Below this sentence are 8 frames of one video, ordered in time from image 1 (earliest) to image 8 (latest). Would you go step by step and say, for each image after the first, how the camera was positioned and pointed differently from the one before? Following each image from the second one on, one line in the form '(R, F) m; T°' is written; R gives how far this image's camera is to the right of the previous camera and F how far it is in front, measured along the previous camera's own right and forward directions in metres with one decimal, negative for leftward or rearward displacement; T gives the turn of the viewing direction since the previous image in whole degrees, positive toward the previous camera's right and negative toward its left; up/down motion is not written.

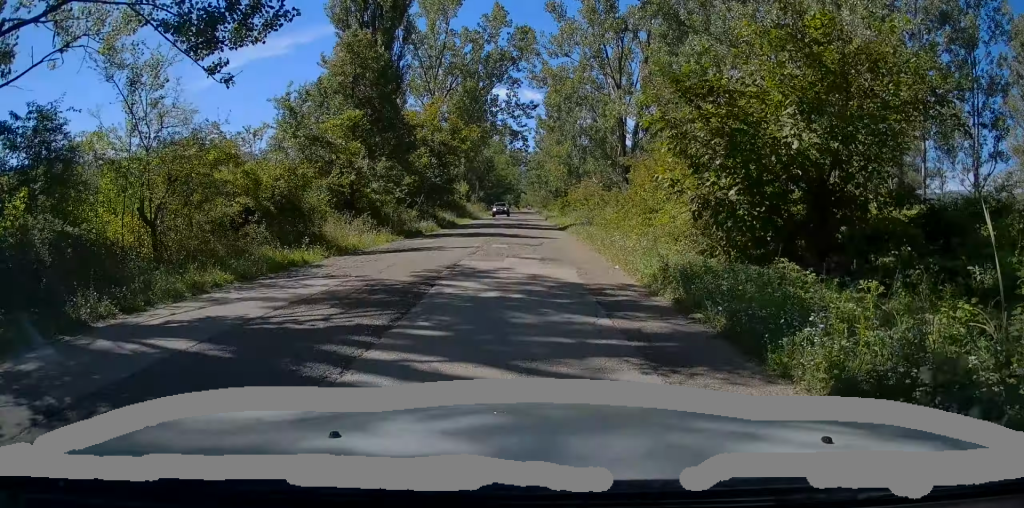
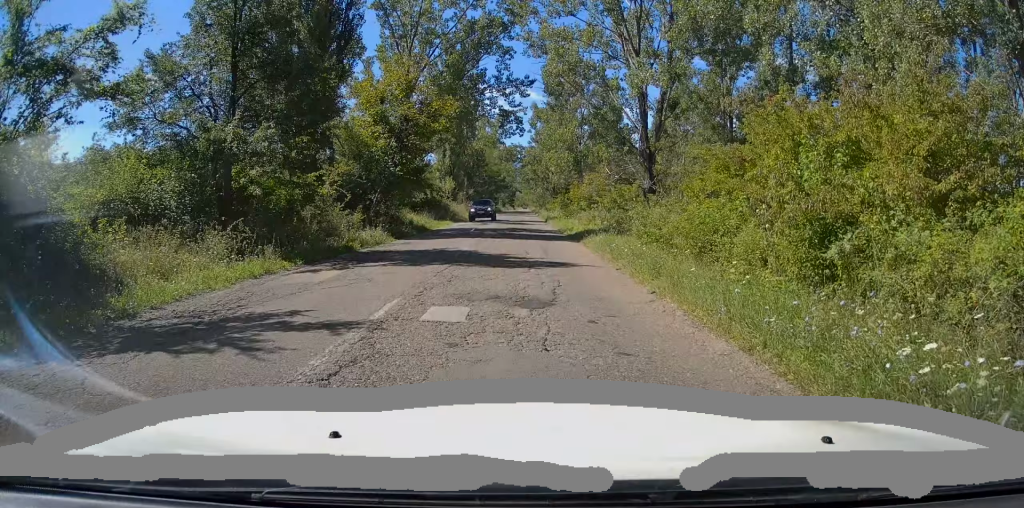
(0.0, +11.1) m; 0°
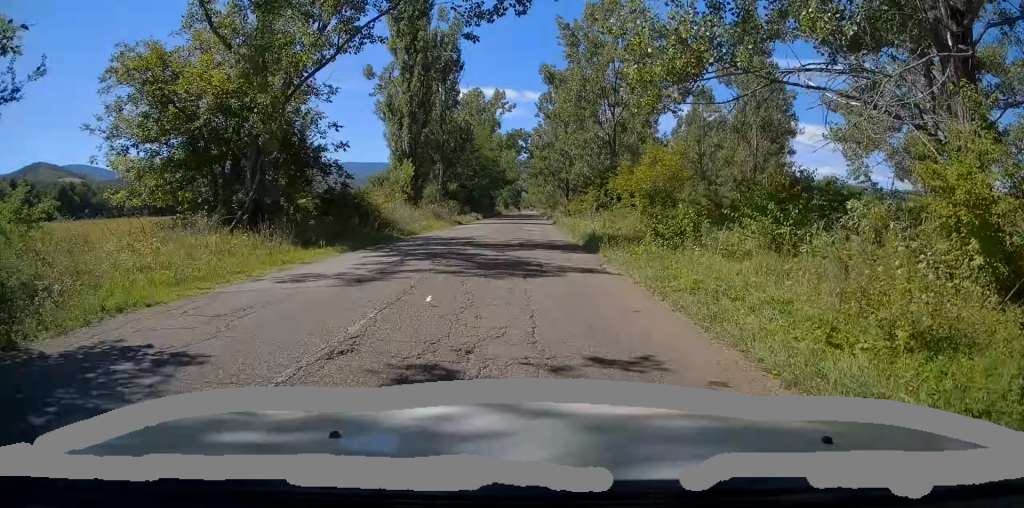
(+0.1, +29.0) m; 0°
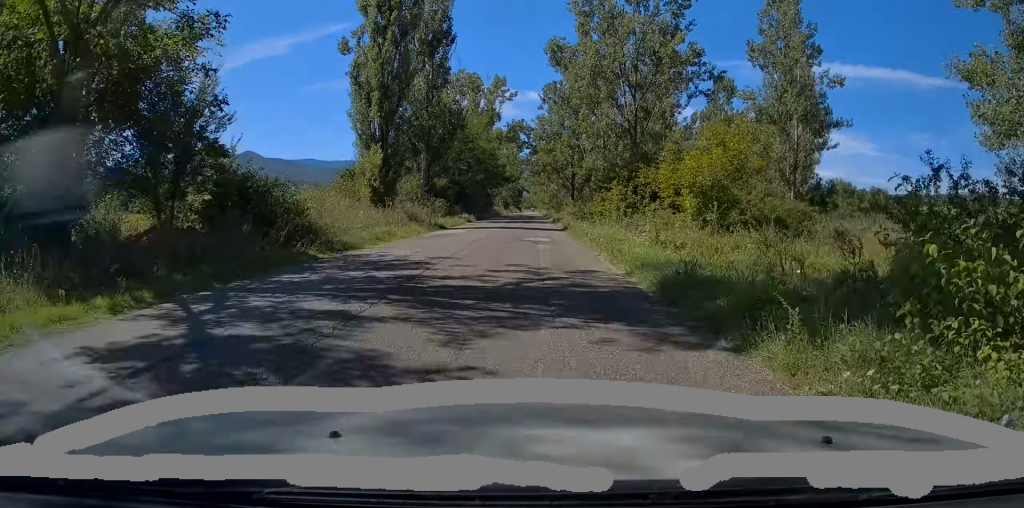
(+0.1, +10.4) m; 0°
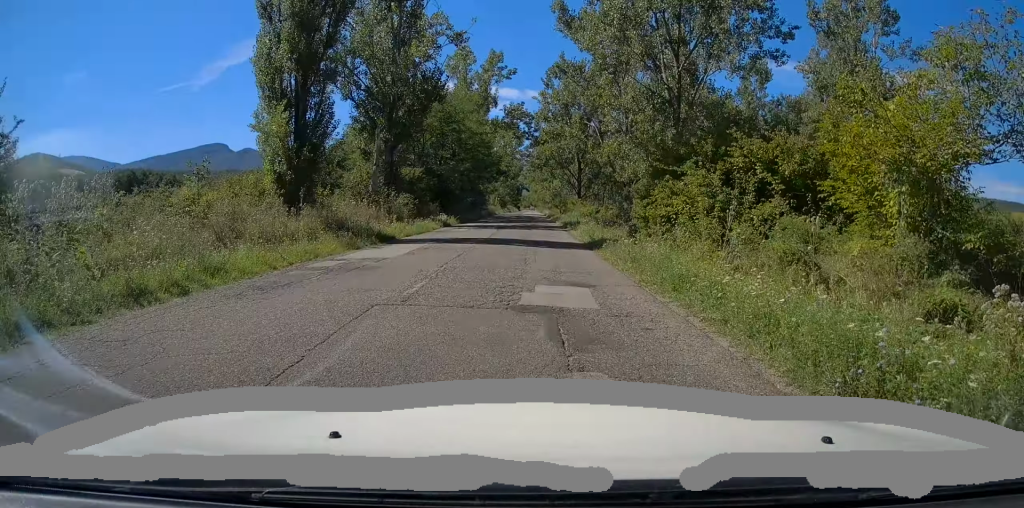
(+0.1, +14.1) m; 0°
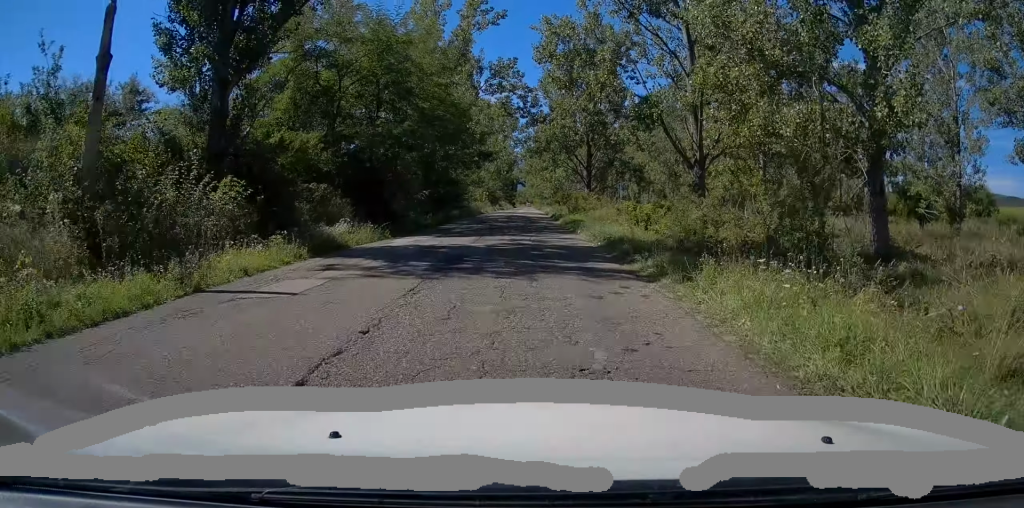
(-0.1, +20.8) m; 0°
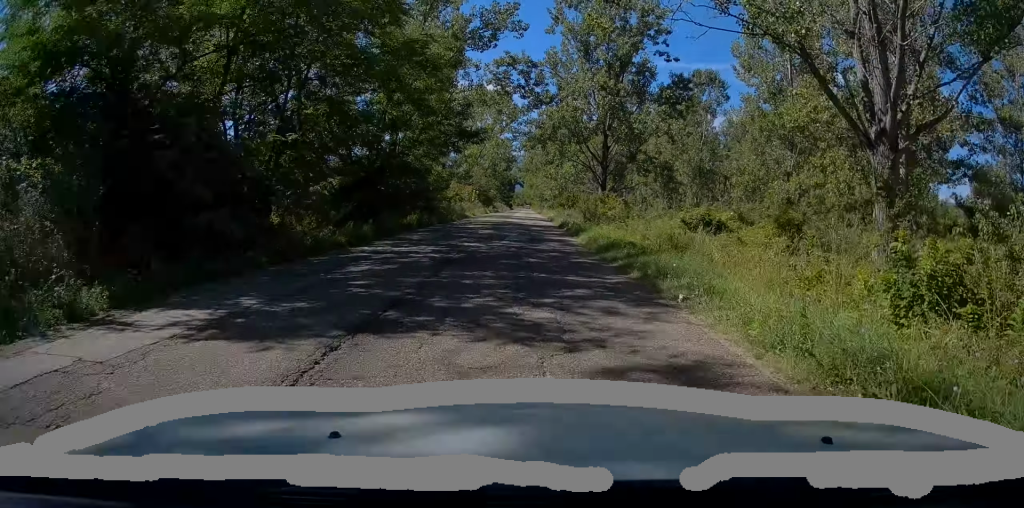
(0.0, +15.3) m; 0°
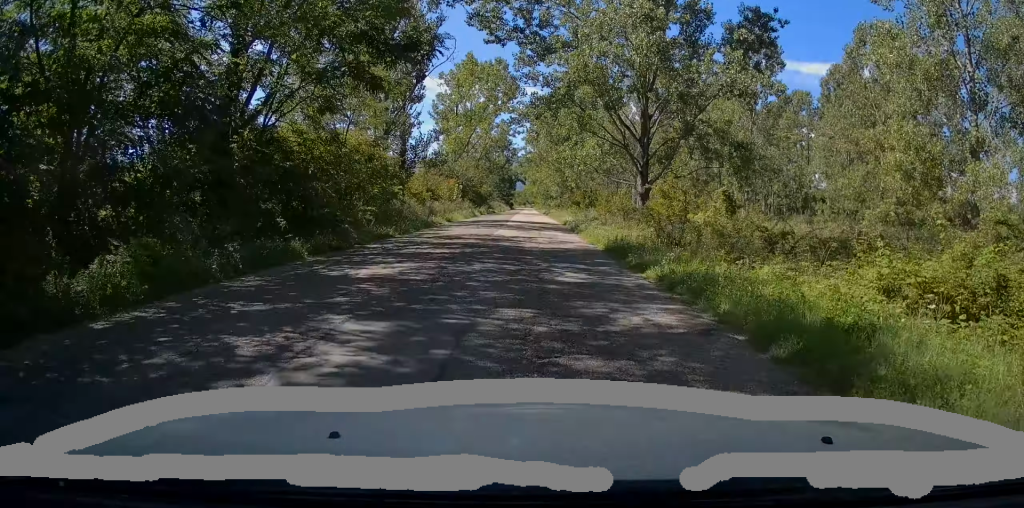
(-0.1, +20.2) m; 0°
